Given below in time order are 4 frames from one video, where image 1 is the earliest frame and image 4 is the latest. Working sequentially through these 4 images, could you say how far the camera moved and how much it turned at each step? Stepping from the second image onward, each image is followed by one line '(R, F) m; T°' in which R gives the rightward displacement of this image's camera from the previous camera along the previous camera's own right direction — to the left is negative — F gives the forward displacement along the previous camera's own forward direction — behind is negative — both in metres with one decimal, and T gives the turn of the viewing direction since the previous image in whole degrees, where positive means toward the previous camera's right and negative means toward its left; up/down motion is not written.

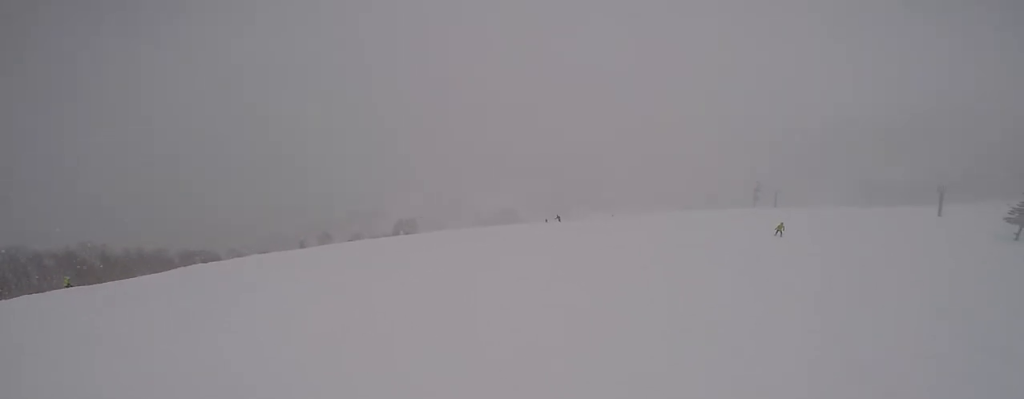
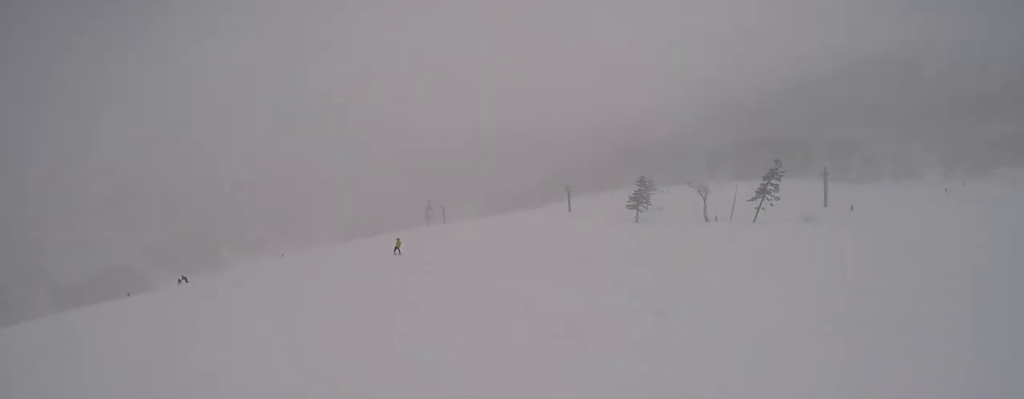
(+6.8, +11.2) m; +71°
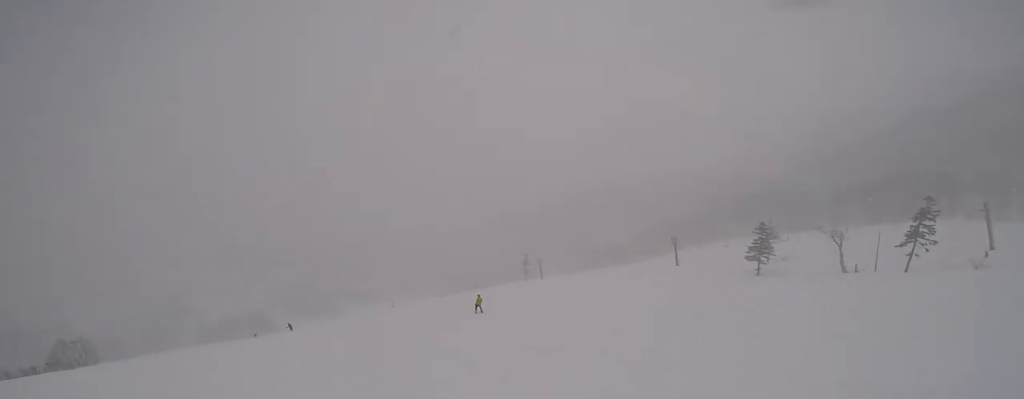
(-0.3, +3.2) m; -9°
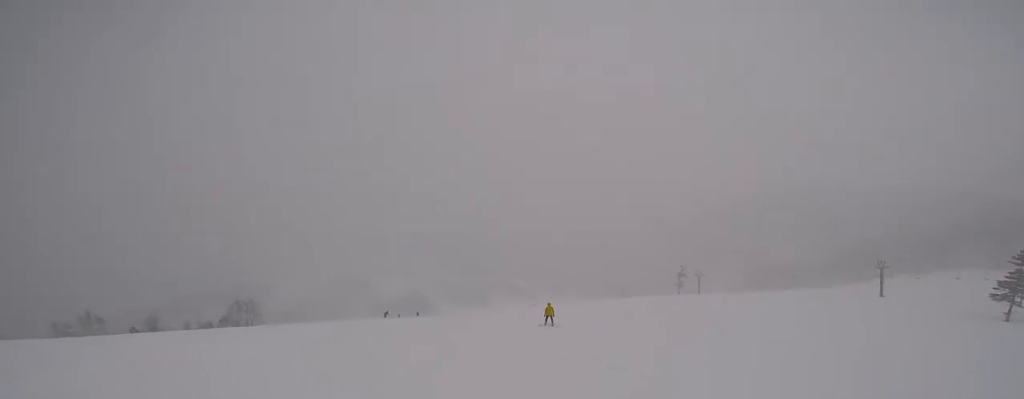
(-0.9, +6.9) m; -7°
